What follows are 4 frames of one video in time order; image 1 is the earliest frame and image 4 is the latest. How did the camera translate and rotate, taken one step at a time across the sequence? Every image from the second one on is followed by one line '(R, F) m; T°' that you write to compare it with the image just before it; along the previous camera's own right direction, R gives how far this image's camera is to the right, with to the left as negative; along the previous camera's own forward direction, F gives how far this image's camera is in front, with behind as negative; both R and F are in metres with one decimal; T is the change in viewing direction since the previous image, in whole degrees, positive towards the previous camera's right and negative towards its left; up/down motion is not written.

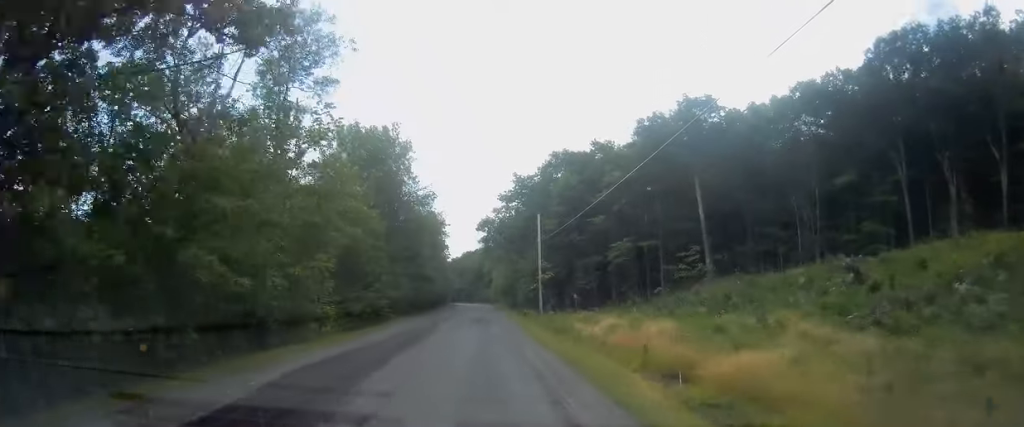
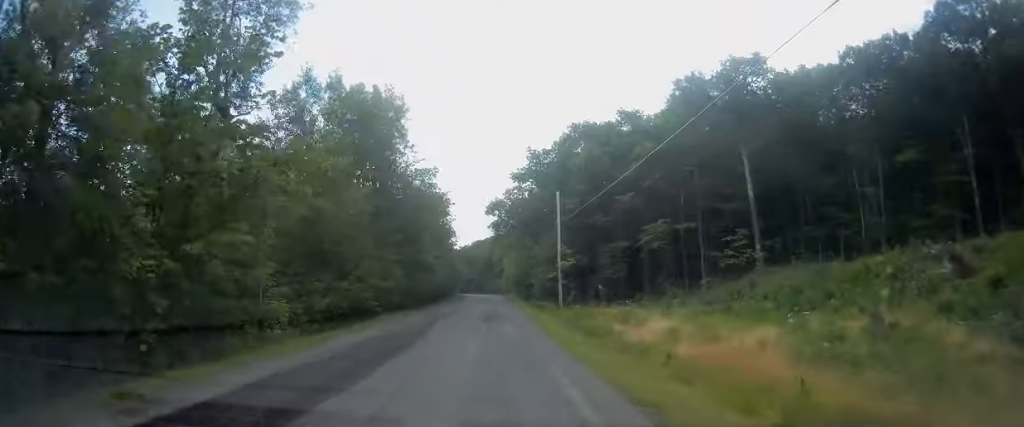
(-0.1, +9.1) m; -1°
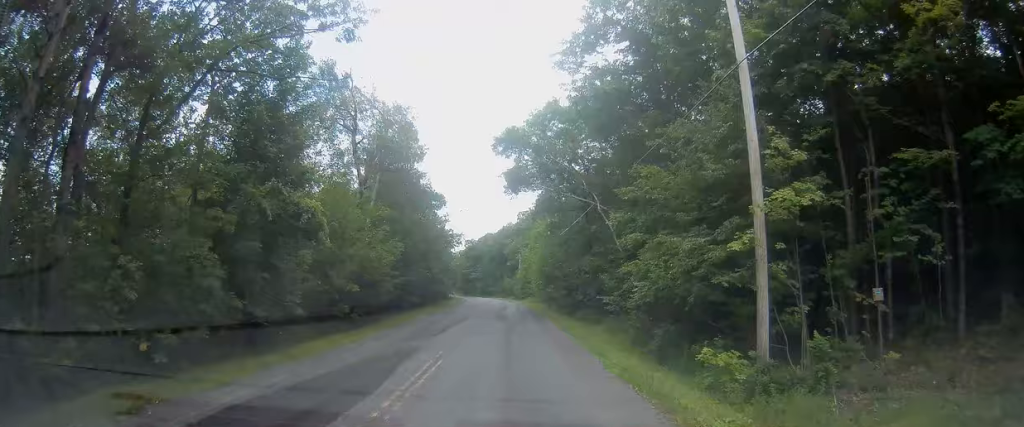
(-1.1, +39.7) m; -1°
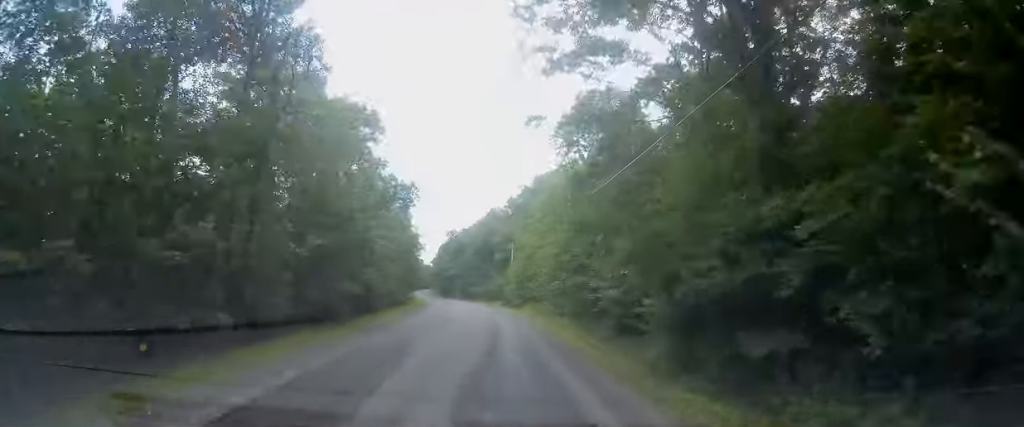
(+0.8, +32.6) m; +2°
